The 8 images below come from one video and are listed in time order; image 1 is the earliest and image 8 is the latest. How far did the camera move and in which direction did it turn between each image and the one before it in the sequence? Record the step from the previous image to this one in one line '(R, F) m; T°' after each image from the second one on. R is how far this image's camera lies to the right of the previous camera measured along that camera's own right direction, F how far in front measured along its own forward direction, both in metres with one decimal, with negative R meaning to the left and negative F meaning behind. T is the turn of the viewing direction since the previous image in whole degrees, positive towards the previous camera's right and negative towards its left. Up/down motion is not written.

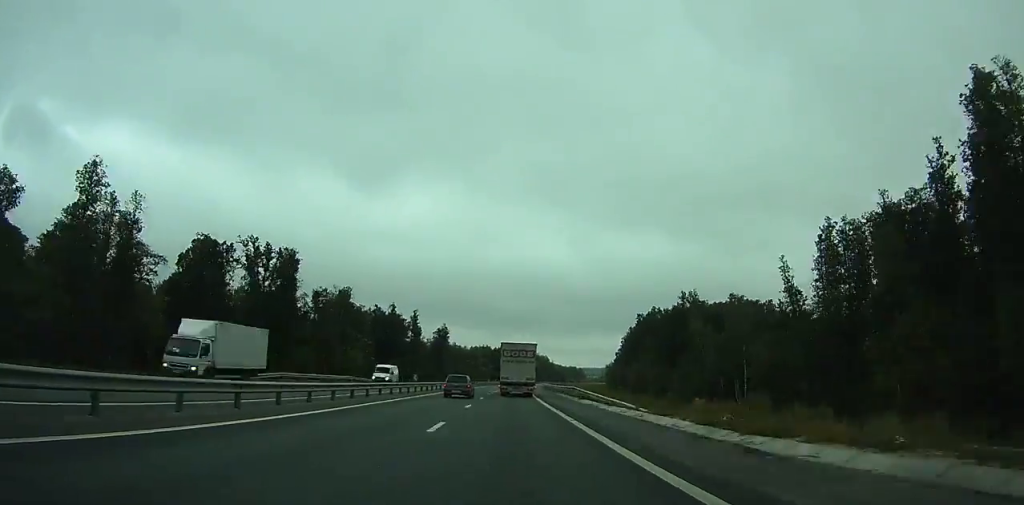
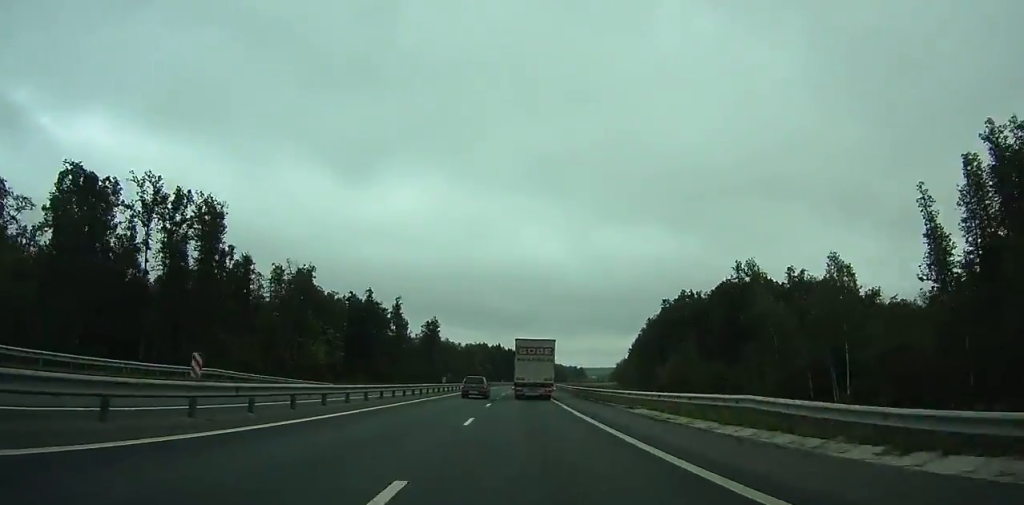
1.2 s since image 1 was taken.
(+2.0, +34.5) m; -3°
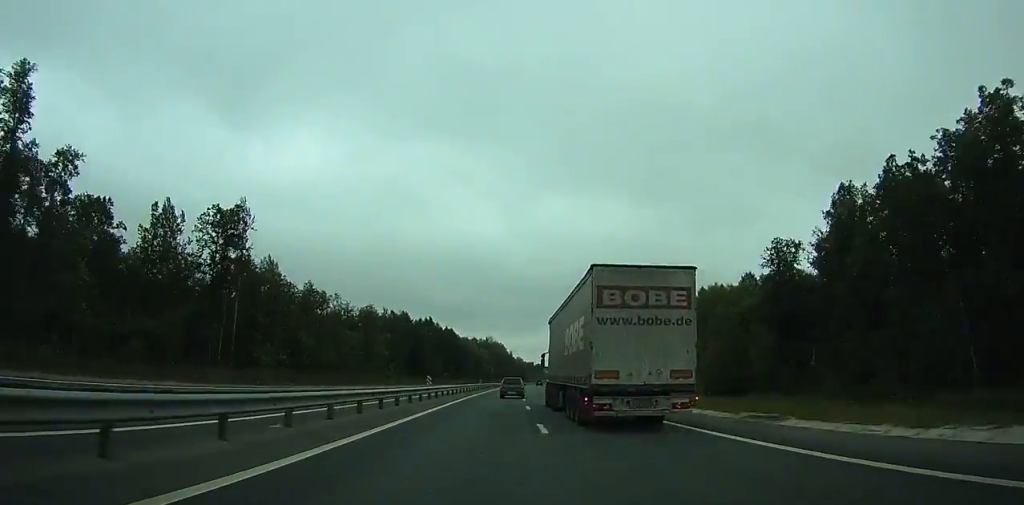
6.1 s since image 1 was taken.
(-2.6, +146.6) m; +6°
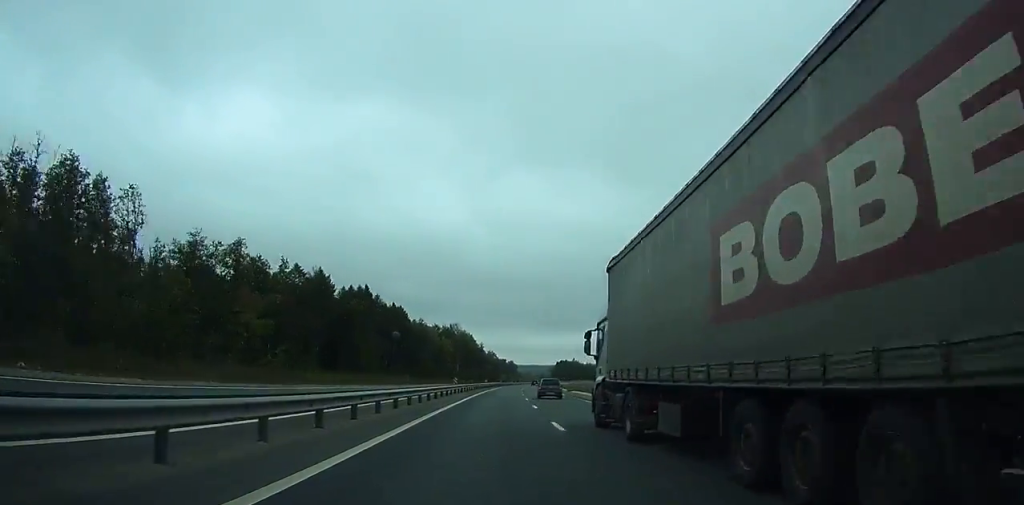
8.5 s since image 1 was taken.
(+4.9, +72.9) m; +5°
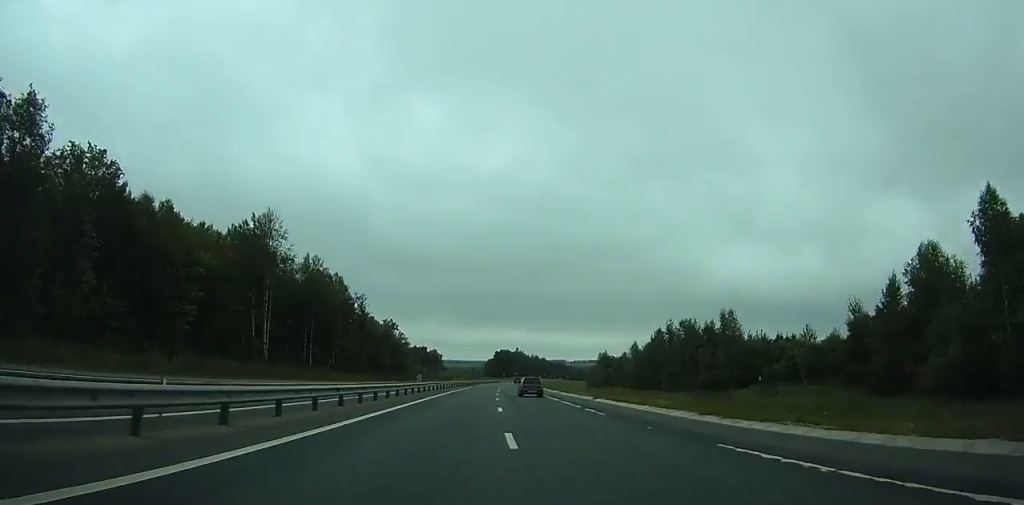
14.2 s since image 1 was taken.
(+8.9, +172.0) m; +6°
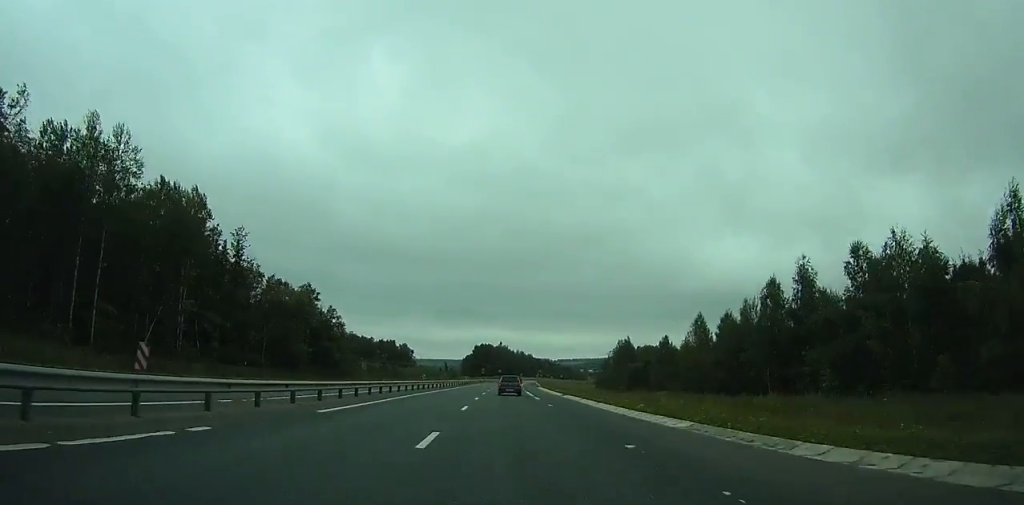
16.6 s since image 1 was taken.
(+1.8, +70.8) m; +2°
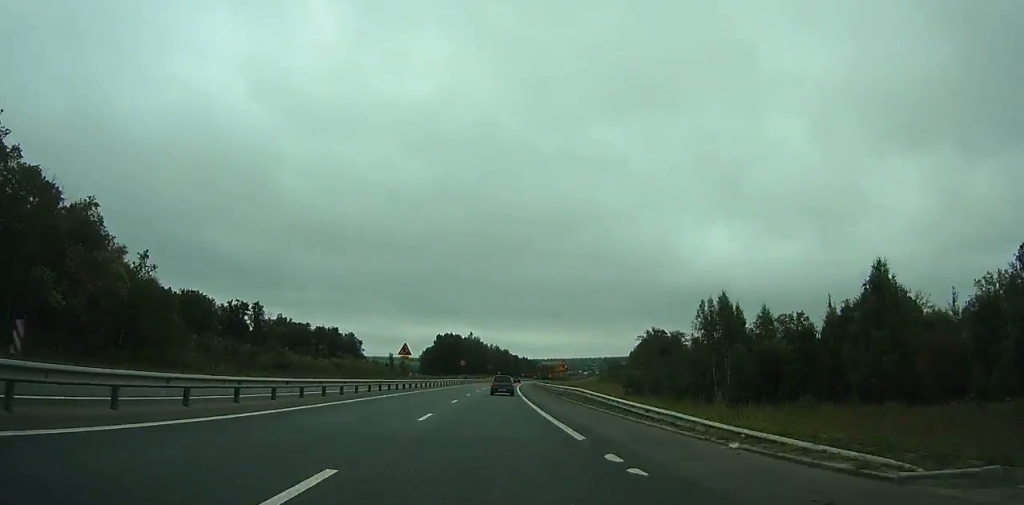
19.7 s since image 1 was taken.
(+1.7, +88.0) m; +2°
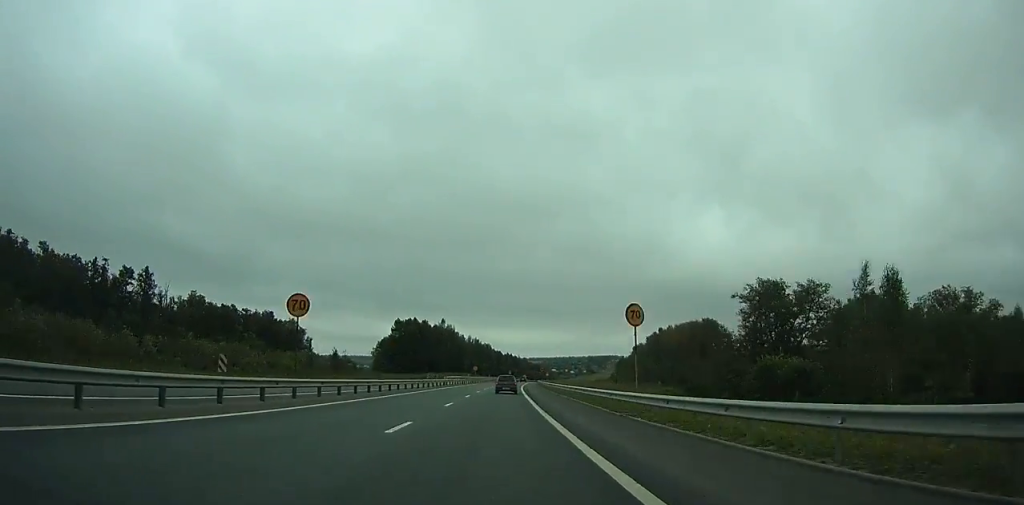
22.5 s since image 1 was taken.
(+1.5, +75.6) m; +2°
